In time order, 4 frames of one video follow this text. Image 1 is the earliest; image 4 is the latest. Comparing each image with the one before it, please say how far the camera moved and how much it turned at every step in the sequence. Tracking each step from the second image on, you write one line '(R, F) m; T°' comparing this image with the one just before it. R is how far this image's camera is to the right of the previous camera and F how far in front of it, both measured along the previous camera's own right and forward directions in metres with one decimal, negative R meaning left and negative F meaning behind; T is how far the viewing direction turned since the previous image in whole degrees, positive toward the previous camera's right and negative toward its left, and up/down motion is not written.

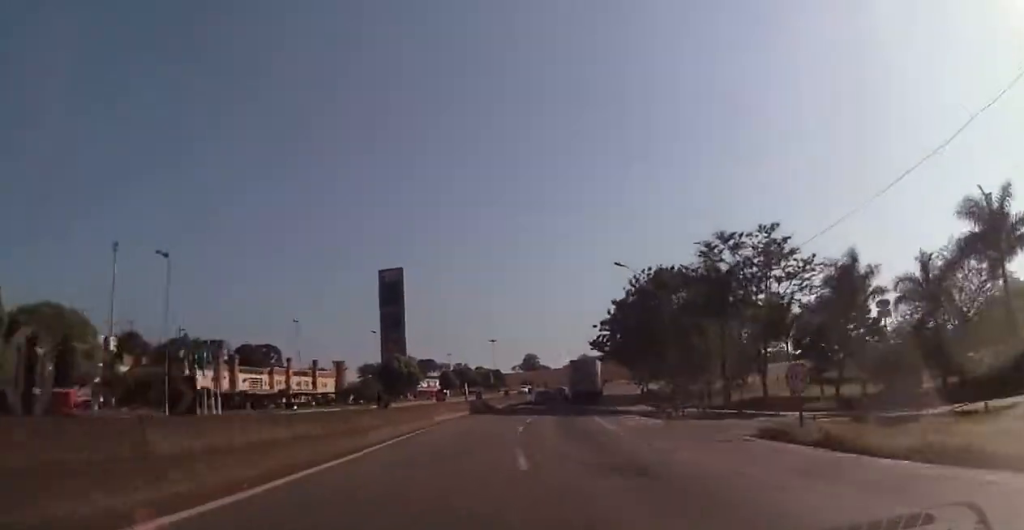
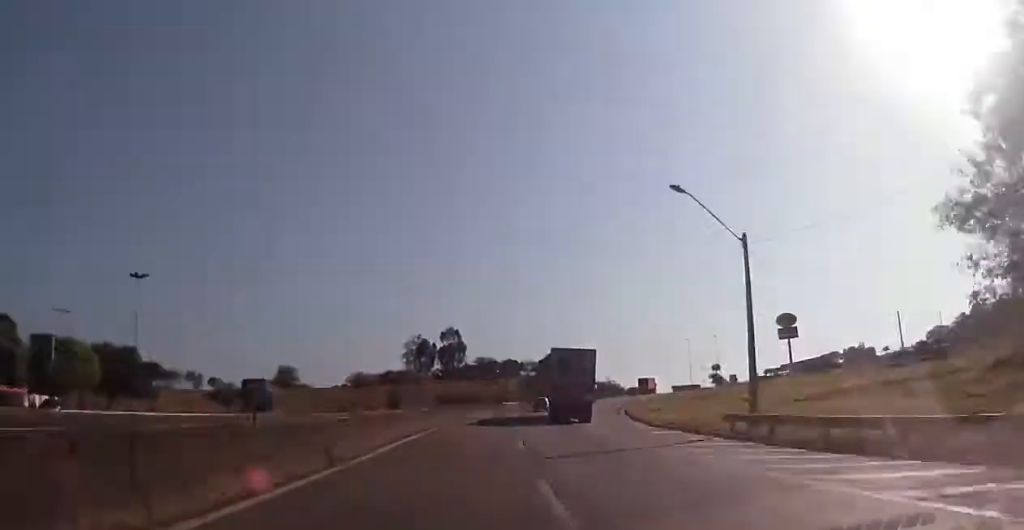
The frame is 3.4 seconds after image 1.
(+12.2, +95.9) m; +16°
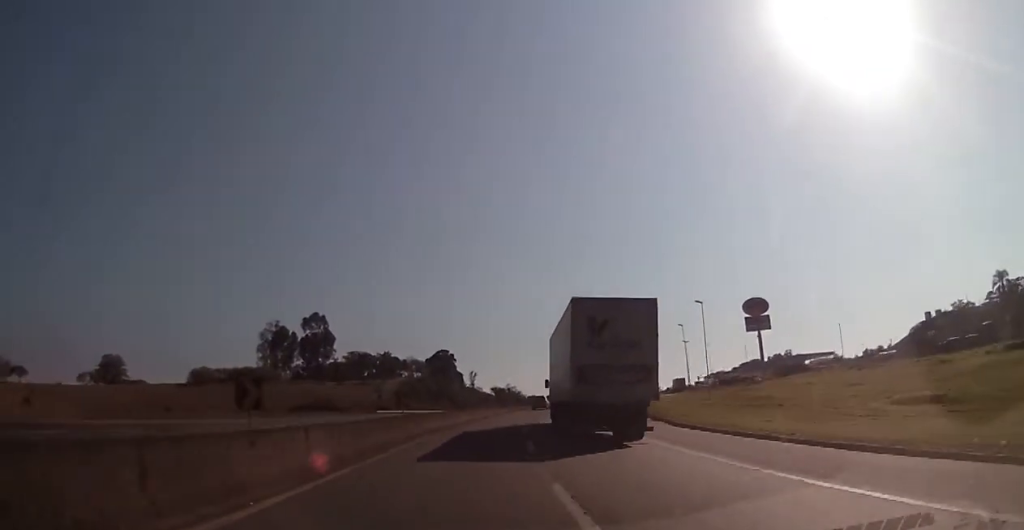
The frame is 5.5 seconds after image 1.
(+5.9, +59.5) m; +11°
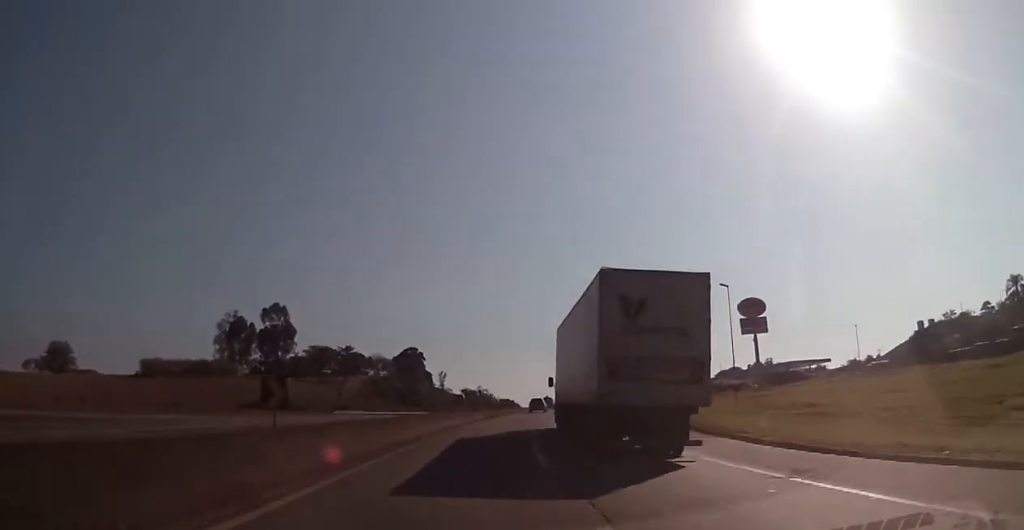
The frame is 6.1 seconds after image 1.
(+0.5, +15.3) m; +2°
